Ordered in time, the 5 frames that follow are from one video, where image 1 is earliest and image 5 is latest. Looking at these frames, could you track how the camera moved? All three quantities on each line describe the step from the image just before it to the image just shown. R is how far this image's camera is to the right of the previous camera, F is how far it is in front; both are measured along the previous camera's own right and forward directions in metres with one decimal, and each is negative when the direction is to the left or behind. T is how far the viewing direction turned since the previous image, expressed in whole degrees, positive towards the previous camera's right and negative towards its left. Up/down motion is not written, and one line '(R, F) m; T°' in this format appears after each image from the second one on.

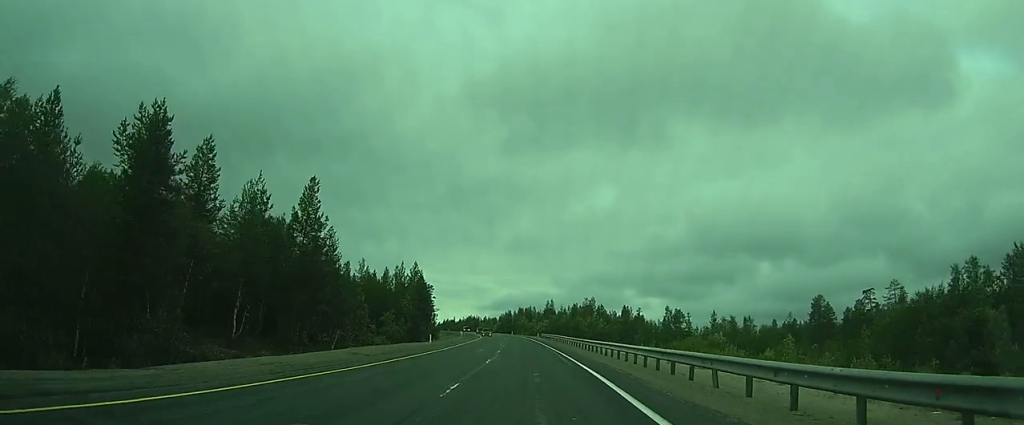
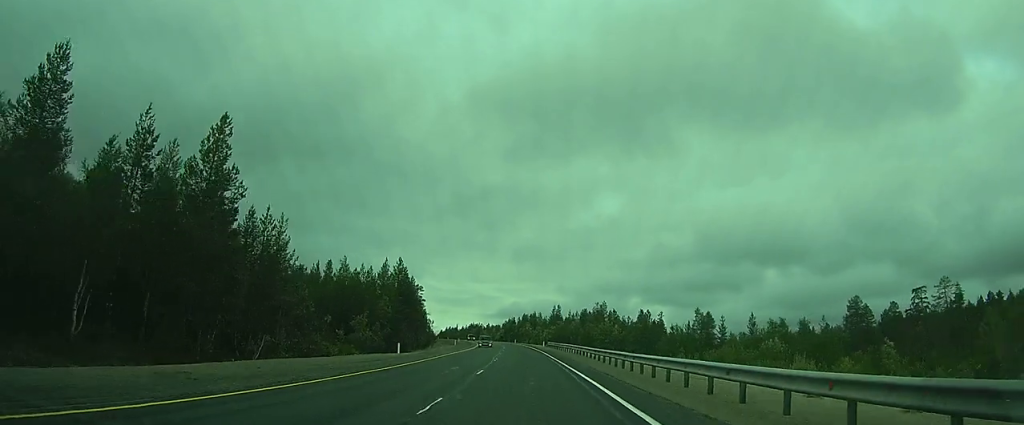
(0.0, +14.1) m; -1°
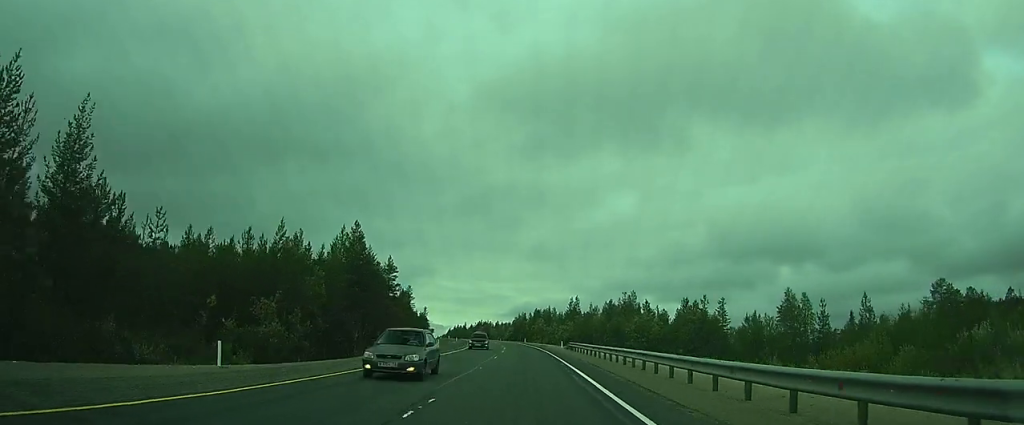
(-0.2, +24.3) m; -1°
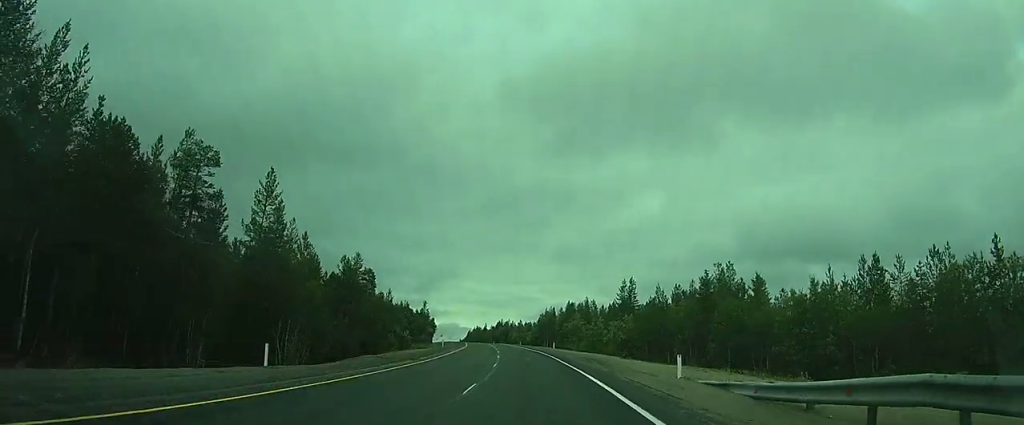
(-0.9, +42.6) m; -3°
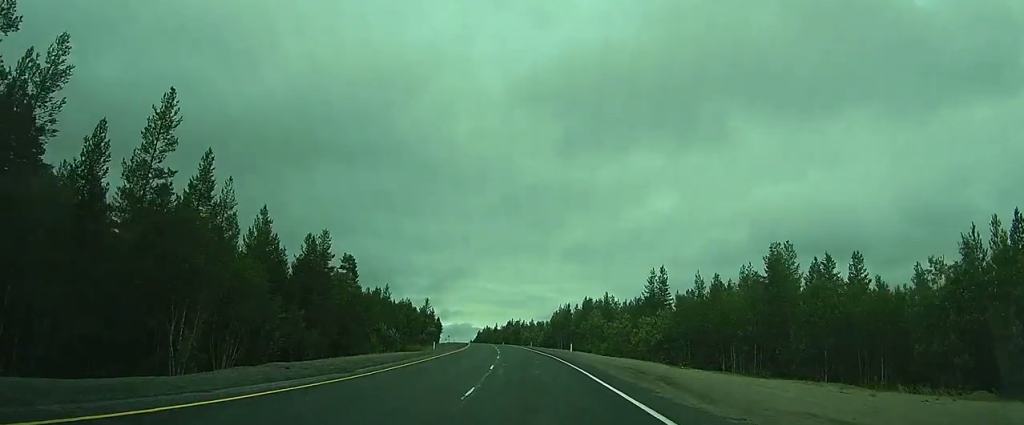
(-0.1, +13.2) m; -1°
